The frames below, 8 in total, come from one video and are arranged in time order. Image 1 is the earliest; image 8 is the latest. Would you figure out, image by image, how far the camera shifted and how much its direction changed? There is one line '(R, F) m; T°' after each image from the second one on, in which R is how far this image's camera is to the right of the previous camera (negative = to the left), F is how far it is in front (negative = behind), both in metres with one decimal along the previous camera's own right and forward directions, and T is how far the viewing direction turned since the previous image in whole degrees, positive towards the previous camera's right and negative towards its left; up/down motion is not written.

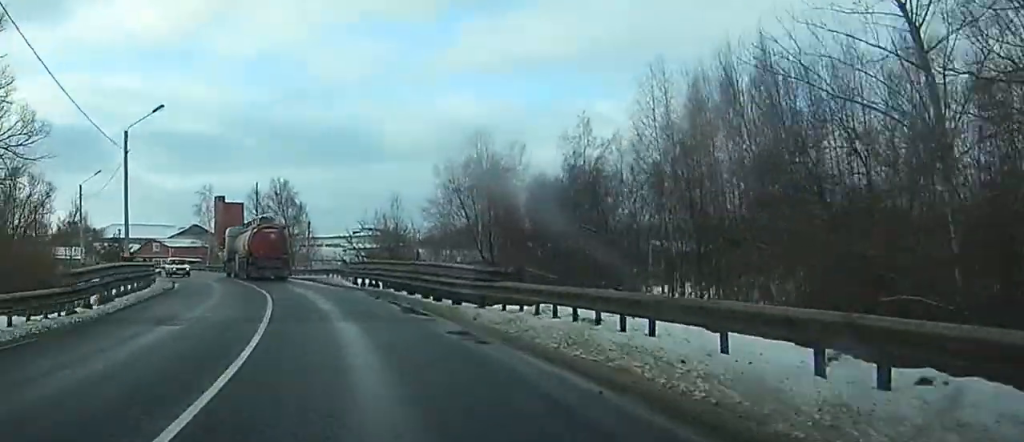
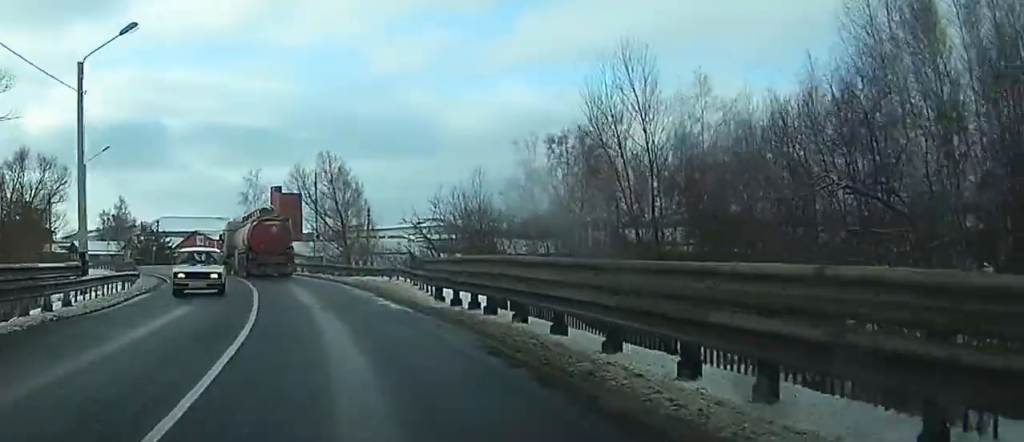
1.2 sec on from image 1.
(0.0, +17.7) m; -2°
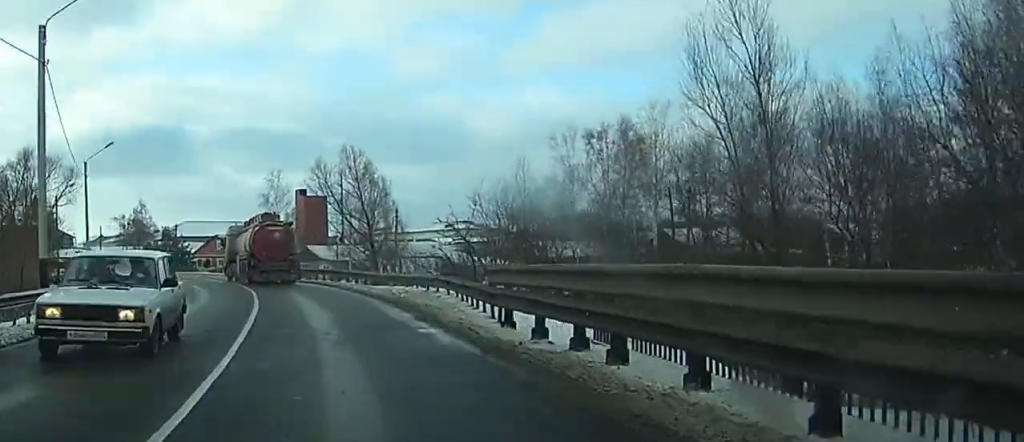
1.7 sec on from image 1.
(-0.2, +6.8) m; -2°
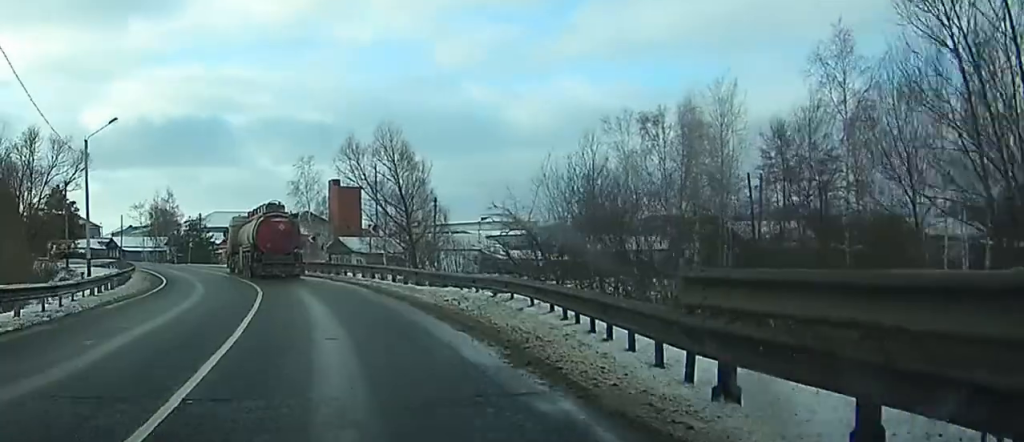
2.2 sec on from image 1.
(0.0, +8.2) m; -3°
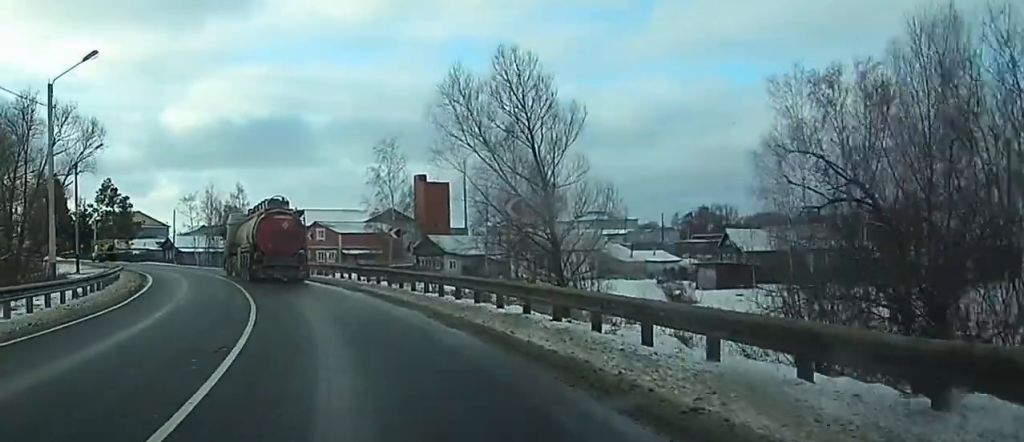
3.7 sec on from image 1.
(-1.9, +21.2) m; -7°
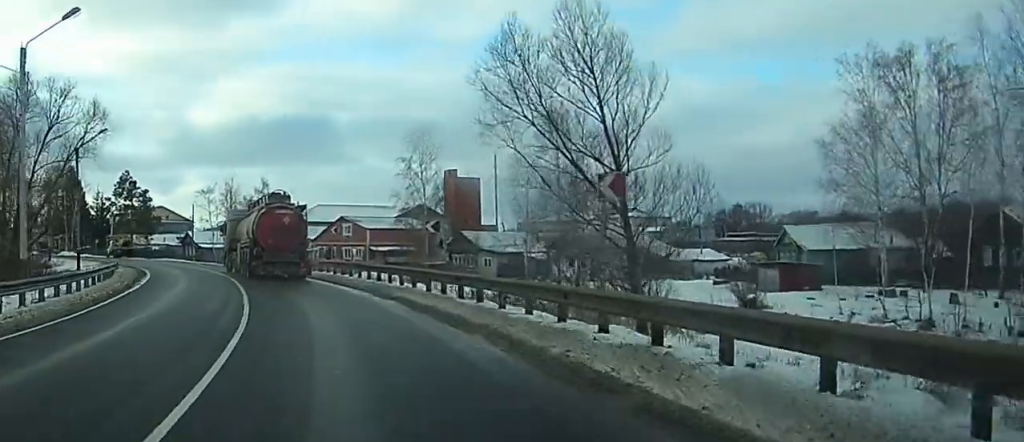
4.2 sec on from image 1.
(-0.1, +6.6) m; -1°
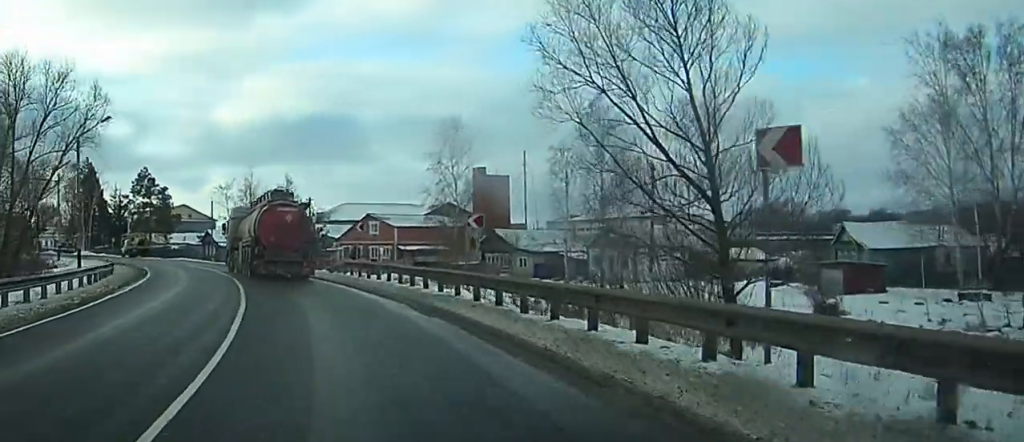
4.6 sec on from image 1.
(0.0, +5.5) m; -2°
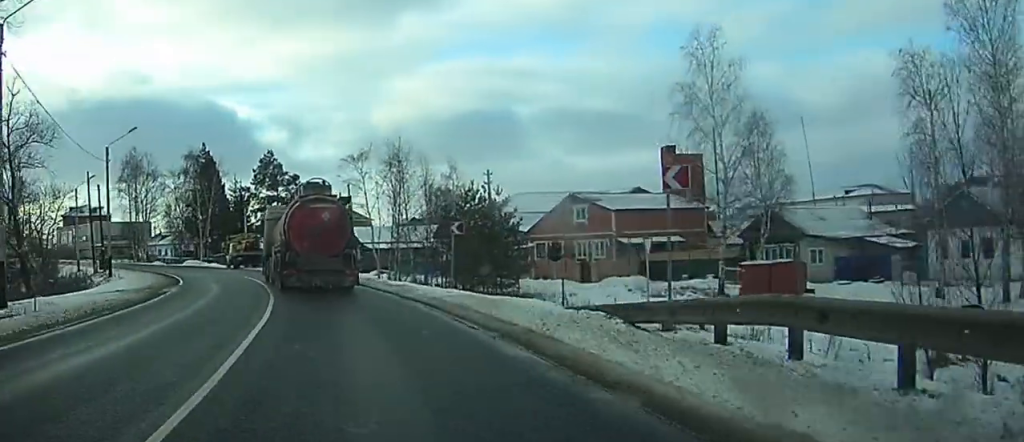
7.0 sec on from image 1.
(-3.2, +31.9) m; -10°
